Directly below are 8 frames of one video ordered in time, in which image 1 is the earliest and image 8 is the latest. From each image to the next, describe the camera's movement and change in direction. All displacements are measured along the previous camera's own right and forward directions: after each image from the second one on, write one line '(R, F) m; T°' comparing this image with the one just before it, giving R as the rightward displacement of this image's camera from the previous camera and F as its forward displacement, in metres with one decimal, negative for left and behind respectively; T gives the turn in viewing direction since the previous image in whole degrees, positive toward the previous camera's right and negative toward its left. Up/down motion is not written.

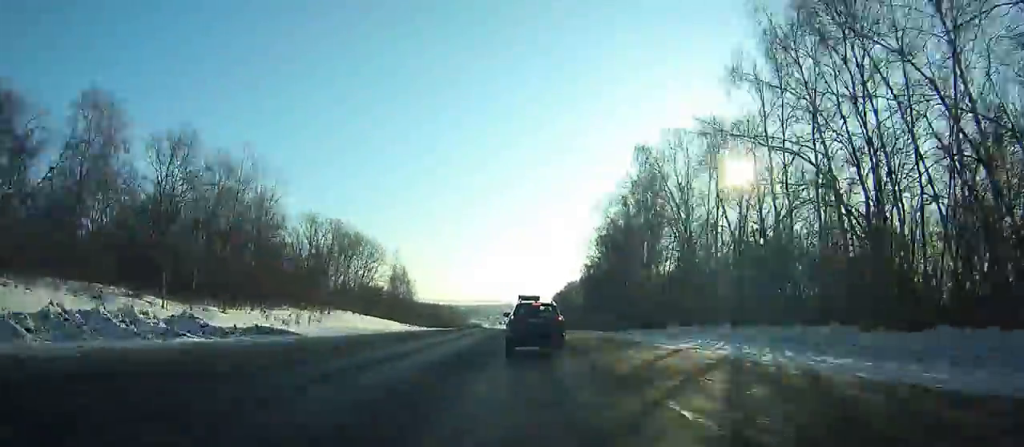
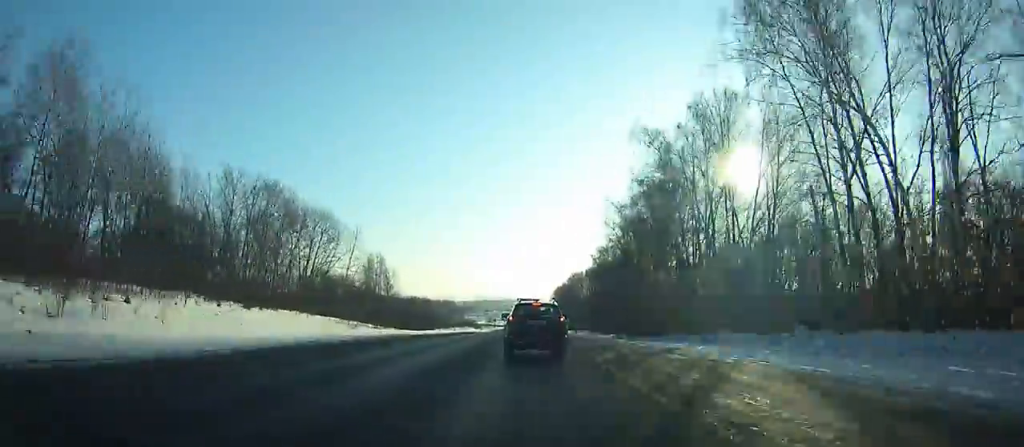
(-0.8, +30.4) m; +4°
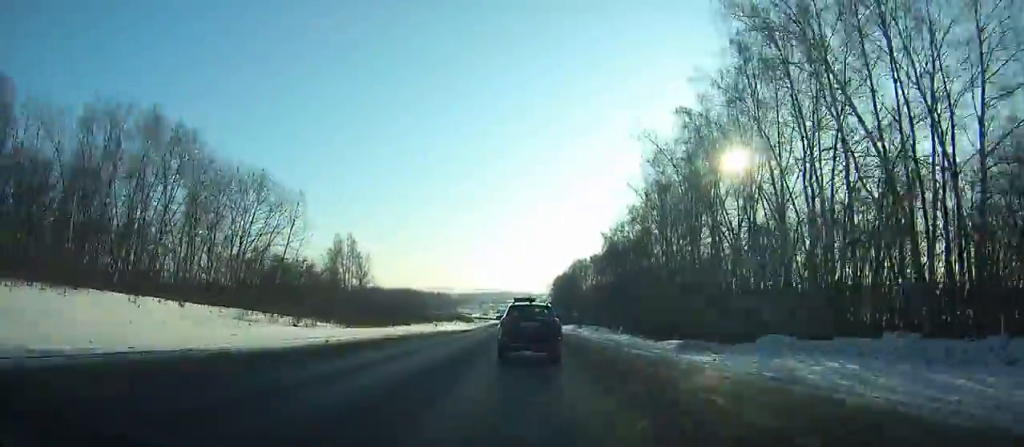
(+0.4, +22.3) m; +1°
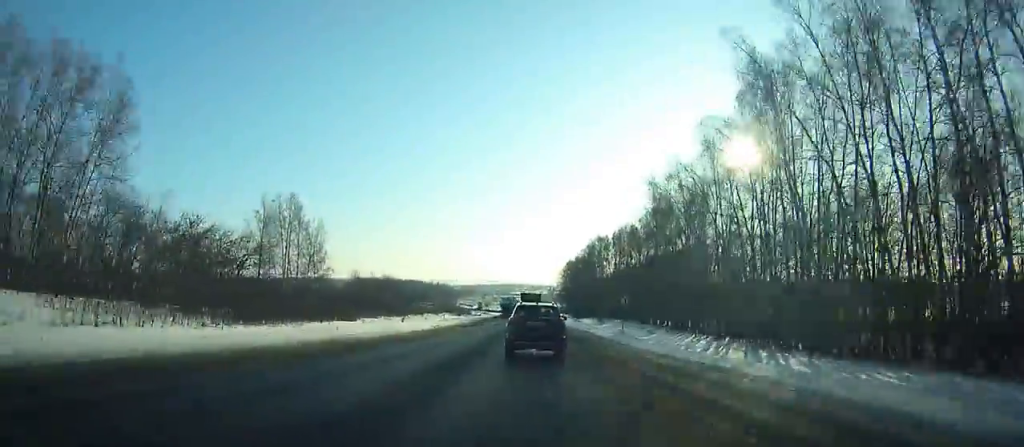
(+5.8, +27.2) m; -4°
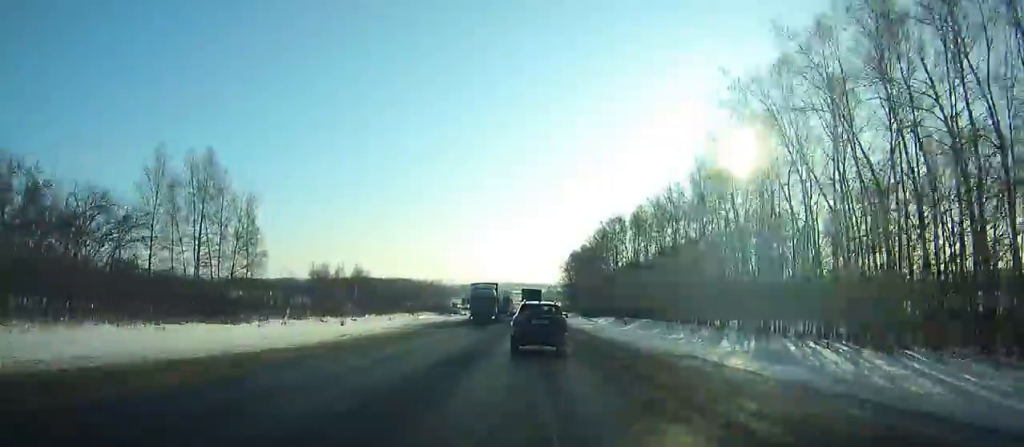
(-4.8, +34.0) m; -3°
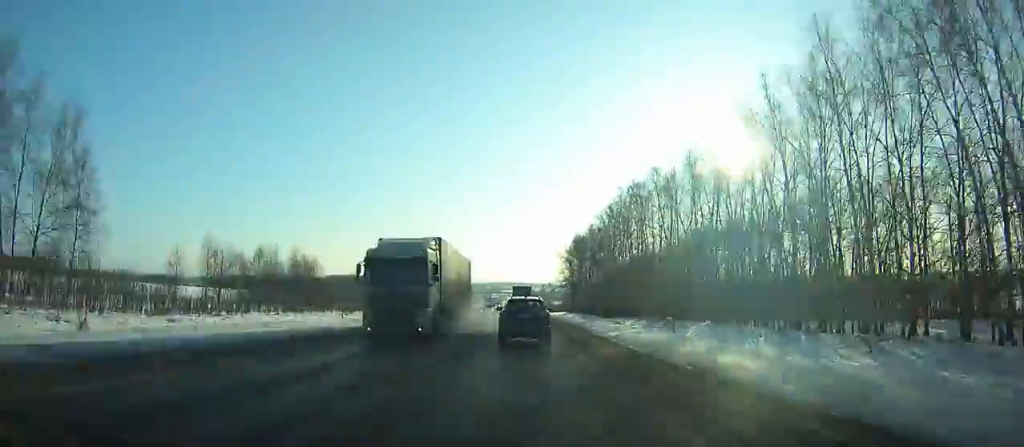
(-3.9, +45.0) m; -3°
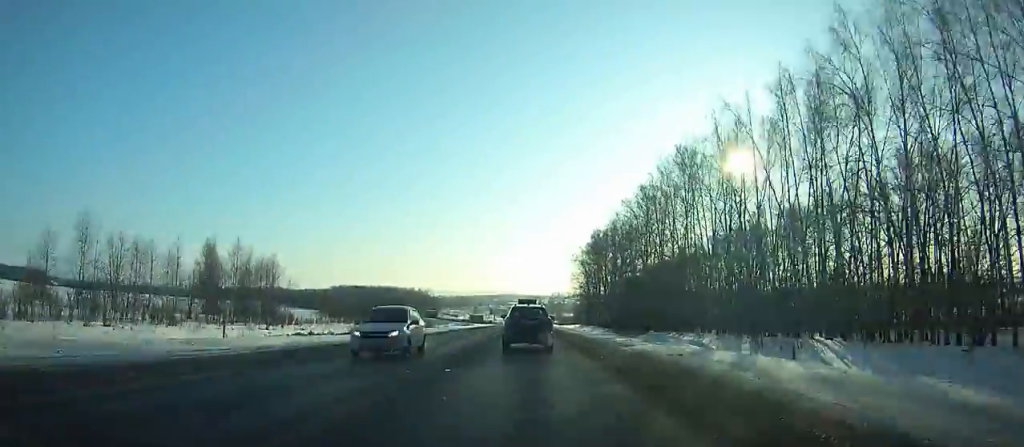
(+1.4, +31.4) m; +2°
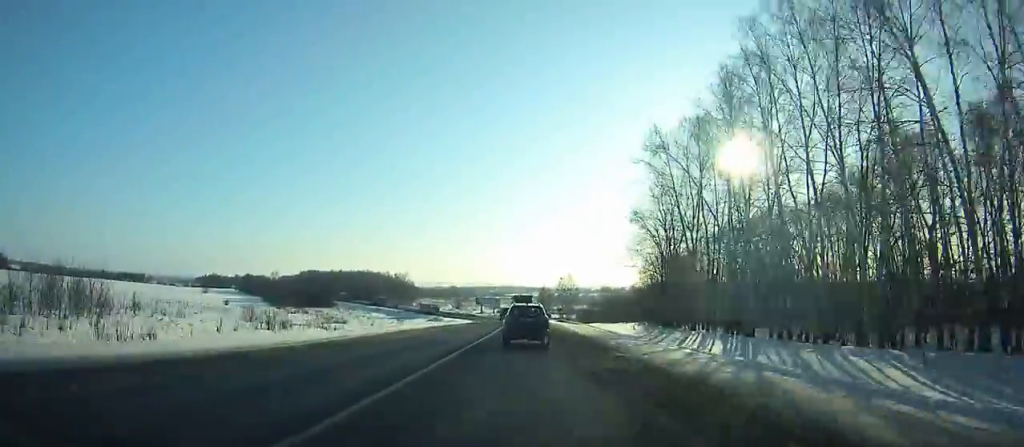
(+3.4, +102.1) m; +2°
